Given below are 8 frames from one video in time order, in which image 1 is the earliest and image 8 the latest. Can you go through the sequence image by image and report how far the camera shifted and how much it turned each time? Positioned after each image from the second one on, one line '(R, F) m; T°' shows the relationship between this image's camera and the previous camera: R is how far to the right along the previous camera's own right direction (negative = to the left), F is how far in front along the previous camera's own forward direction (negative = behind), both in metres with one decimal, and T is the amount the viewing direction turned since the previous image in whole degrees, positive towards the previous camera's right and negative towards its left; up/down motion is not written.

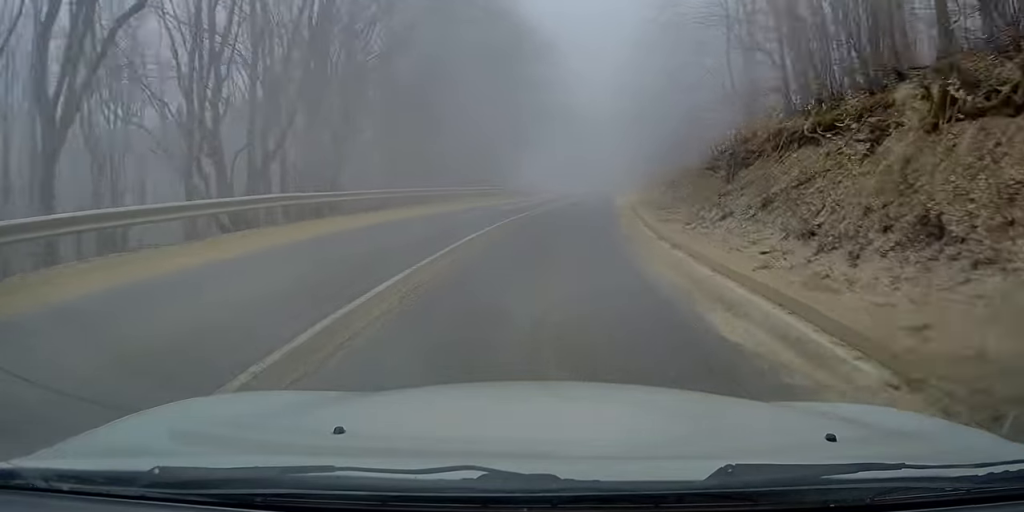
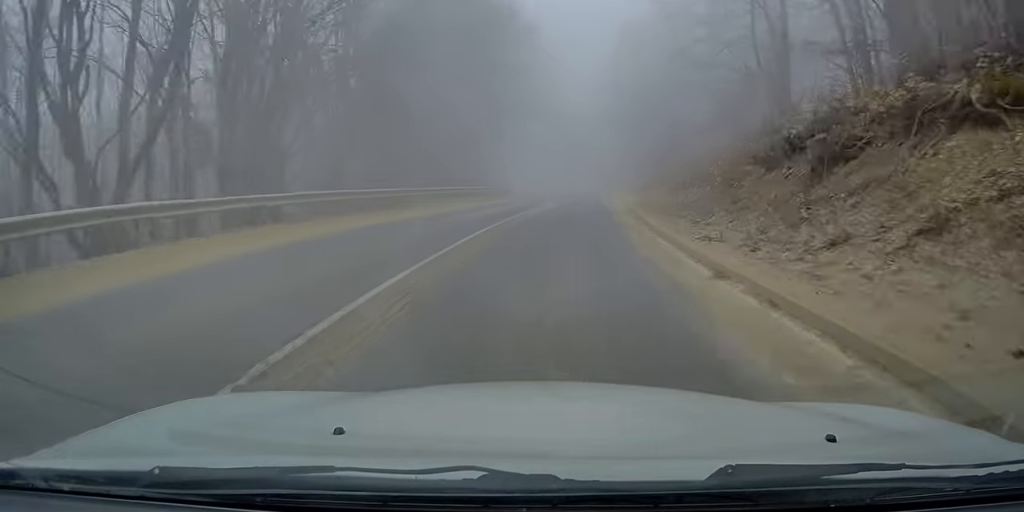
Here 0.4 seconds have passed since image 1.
(-0.1, +6.0) m; +1°
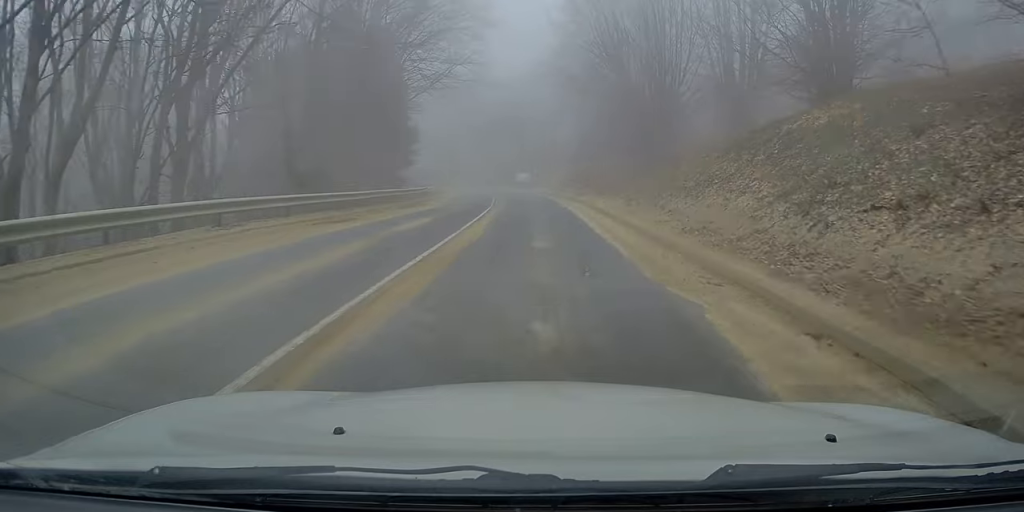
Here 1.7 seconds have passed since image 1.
(+0.7, +19.4) m; +3°
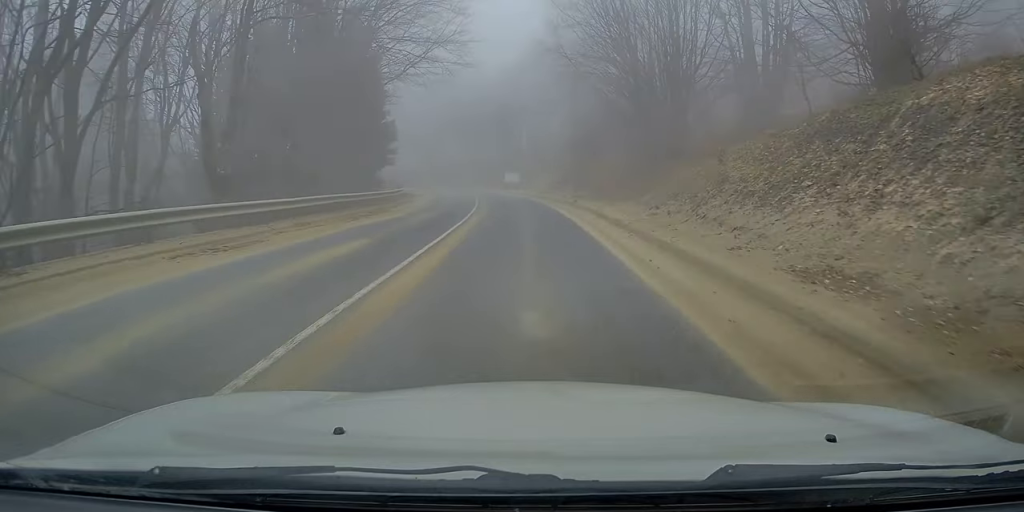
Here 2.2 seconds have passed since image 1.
(0.0, +6.1) m; +1°
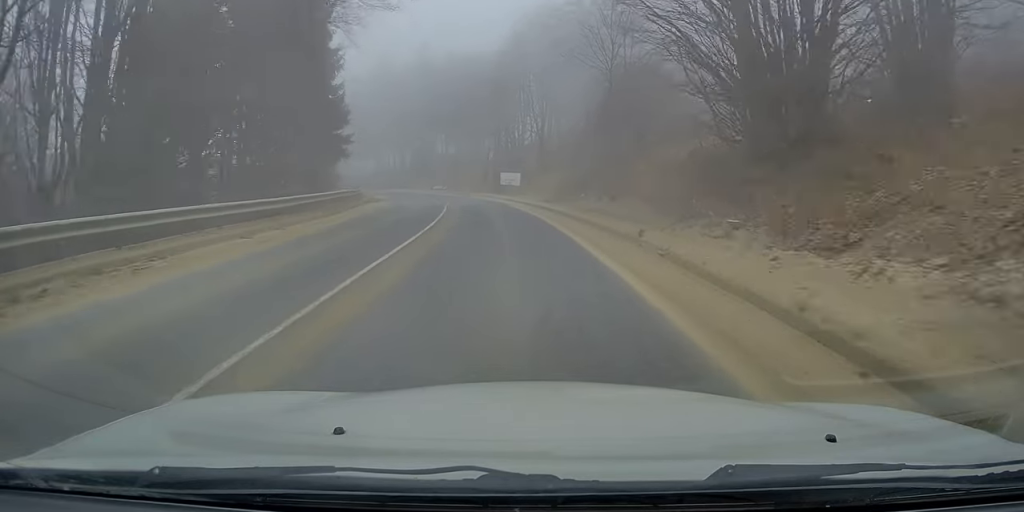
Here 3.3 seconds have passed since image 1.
(+0.3, +16.1) m; -2°
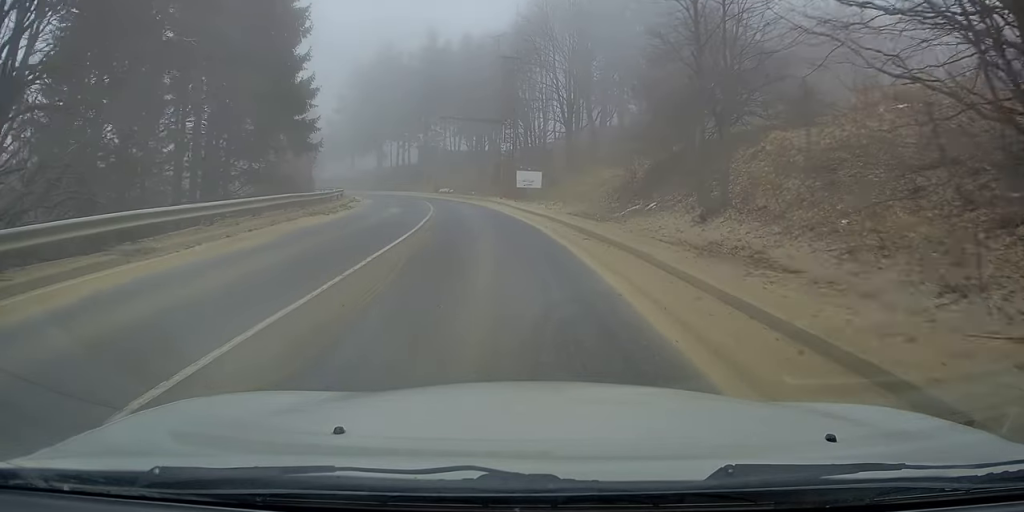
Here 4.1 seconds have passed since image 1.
(-0.4, +10.9) m; -4°
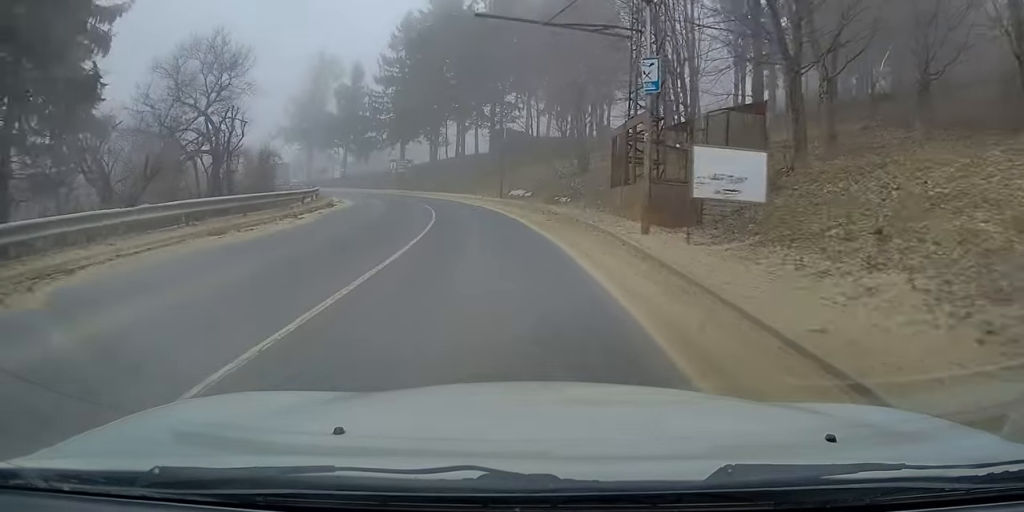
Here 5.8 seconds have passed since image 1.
(-1.5, +25.7) m; -6°
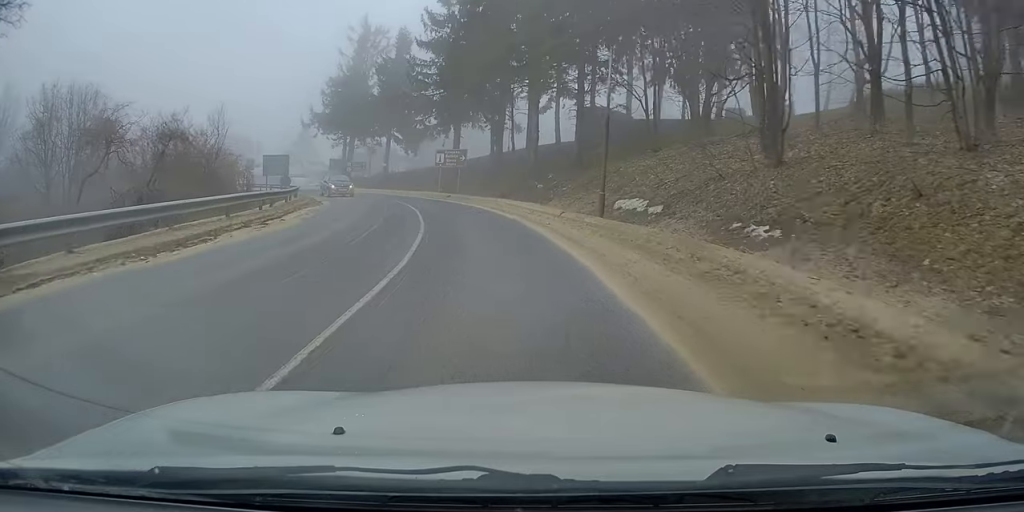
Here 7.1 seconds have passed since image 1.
(-1.3, +17.9) m; -8°
